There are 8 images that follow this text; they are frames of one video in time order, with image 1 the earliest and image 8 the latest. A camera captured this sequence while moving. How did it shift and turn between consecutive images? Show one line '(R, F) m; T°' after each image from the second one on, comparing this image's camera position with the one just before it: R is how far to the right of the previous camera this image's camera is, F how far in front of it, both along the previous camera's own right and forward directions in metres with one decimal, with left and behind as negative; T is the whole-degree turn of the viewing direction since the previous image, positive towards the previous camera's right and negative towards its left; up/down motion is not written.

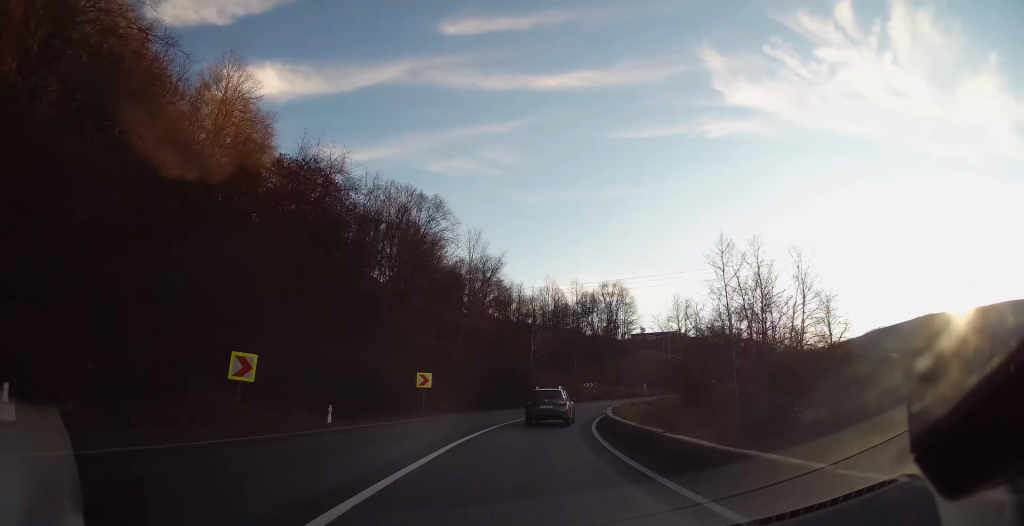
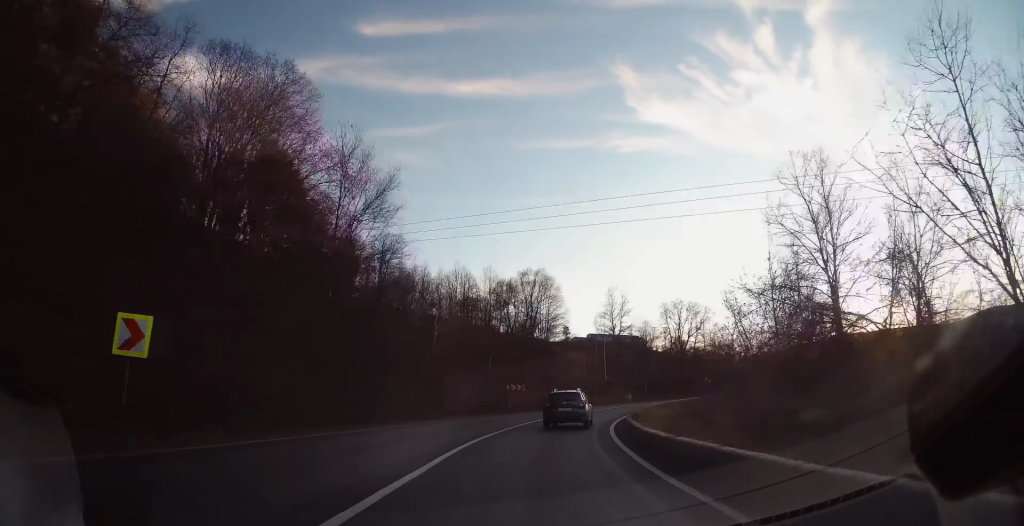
(+1.9, +21.1) m; +10°
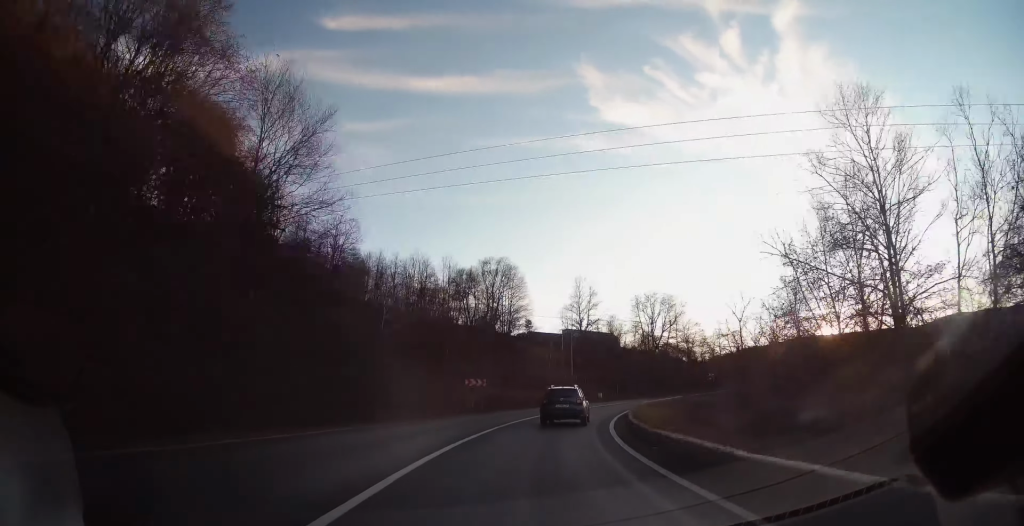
(+0.3, +6.8) m; +4°
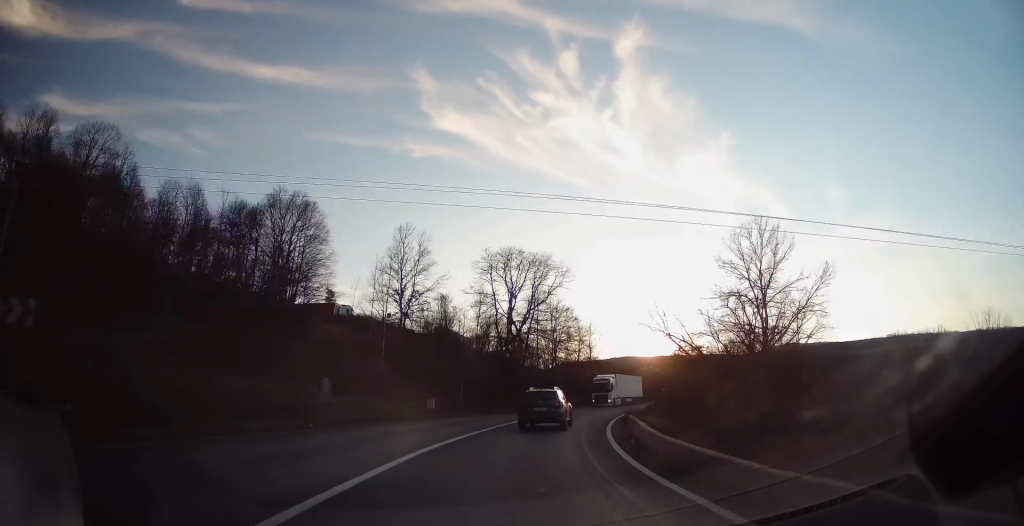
(+5.1, +30.7) m; +19°
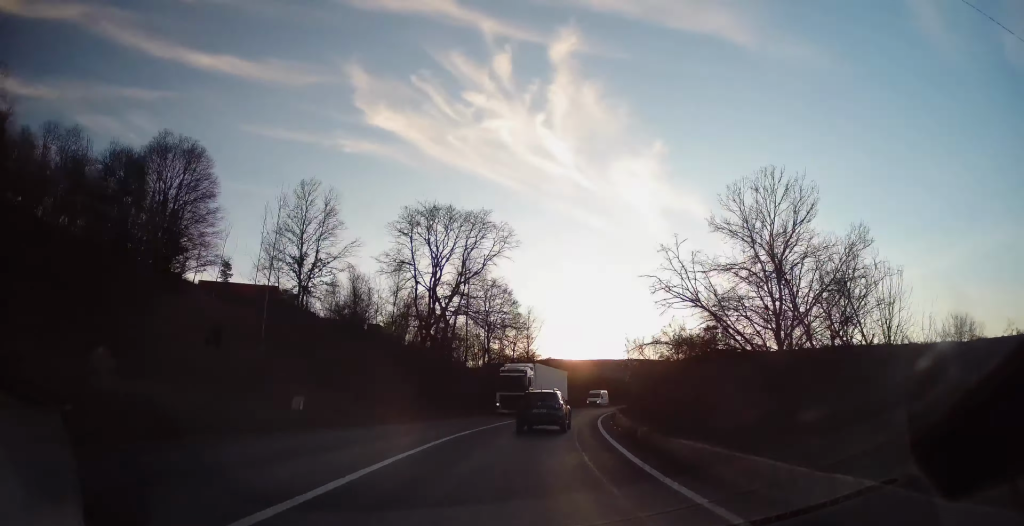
(+1.0, +13.5) m; +8°
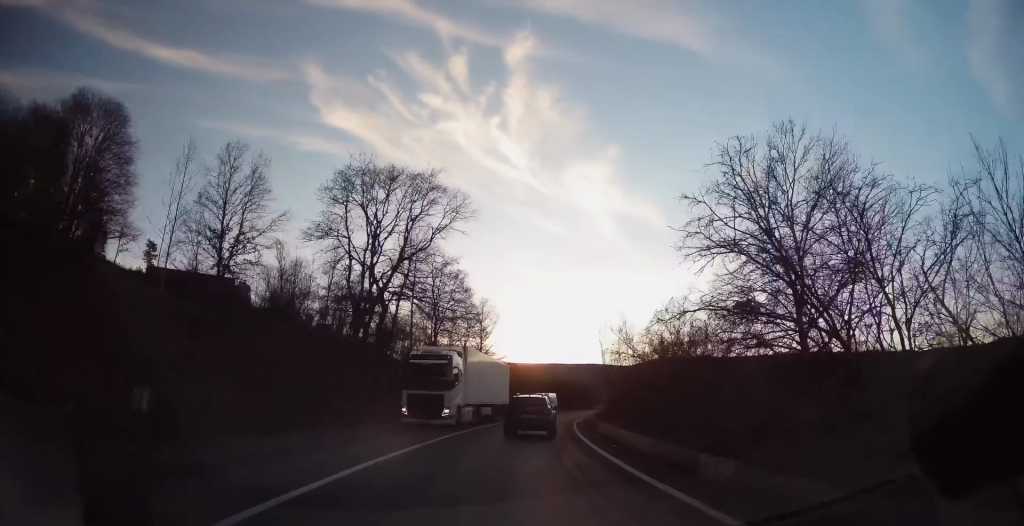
(+0.2, +8.1) m; +5°
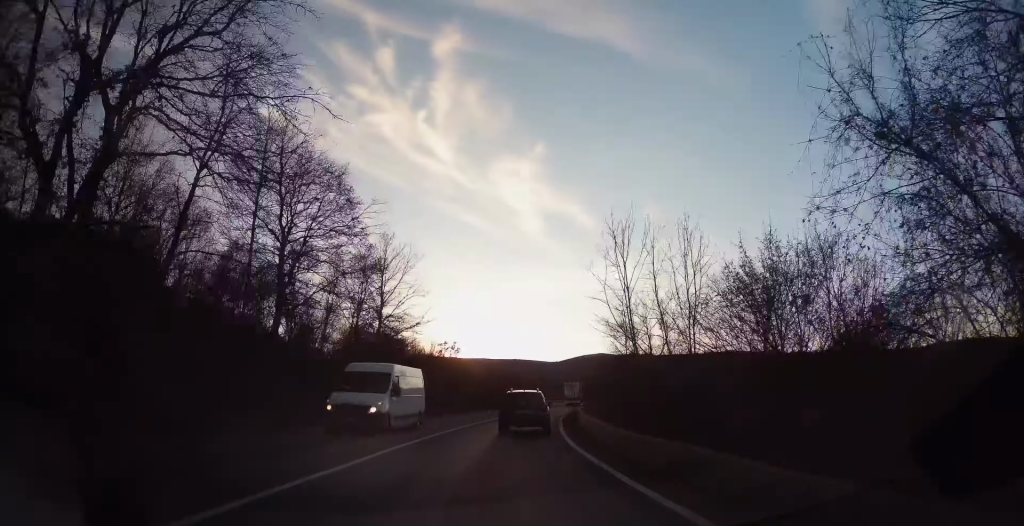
(+1.8, +23.0) m; +7°
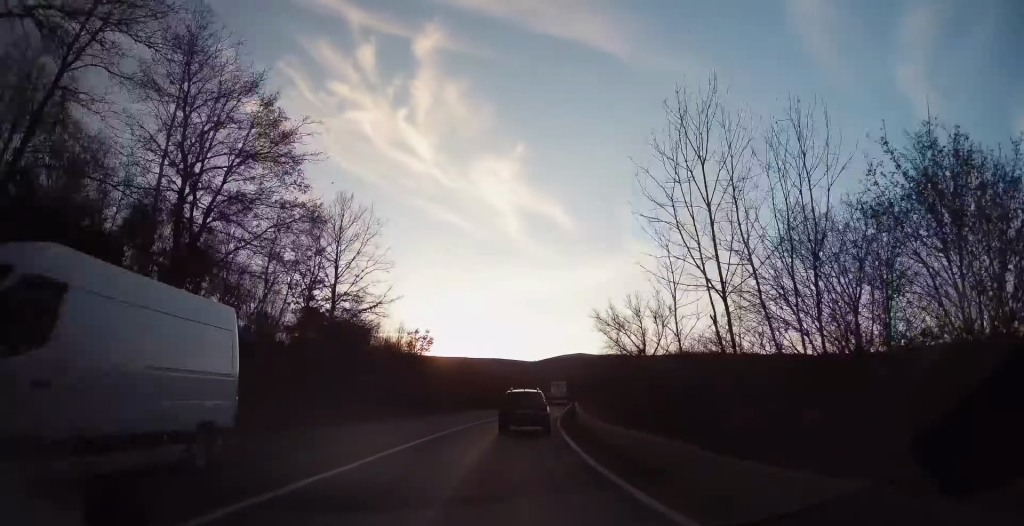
(-0.1, +7.7) m; +2°
